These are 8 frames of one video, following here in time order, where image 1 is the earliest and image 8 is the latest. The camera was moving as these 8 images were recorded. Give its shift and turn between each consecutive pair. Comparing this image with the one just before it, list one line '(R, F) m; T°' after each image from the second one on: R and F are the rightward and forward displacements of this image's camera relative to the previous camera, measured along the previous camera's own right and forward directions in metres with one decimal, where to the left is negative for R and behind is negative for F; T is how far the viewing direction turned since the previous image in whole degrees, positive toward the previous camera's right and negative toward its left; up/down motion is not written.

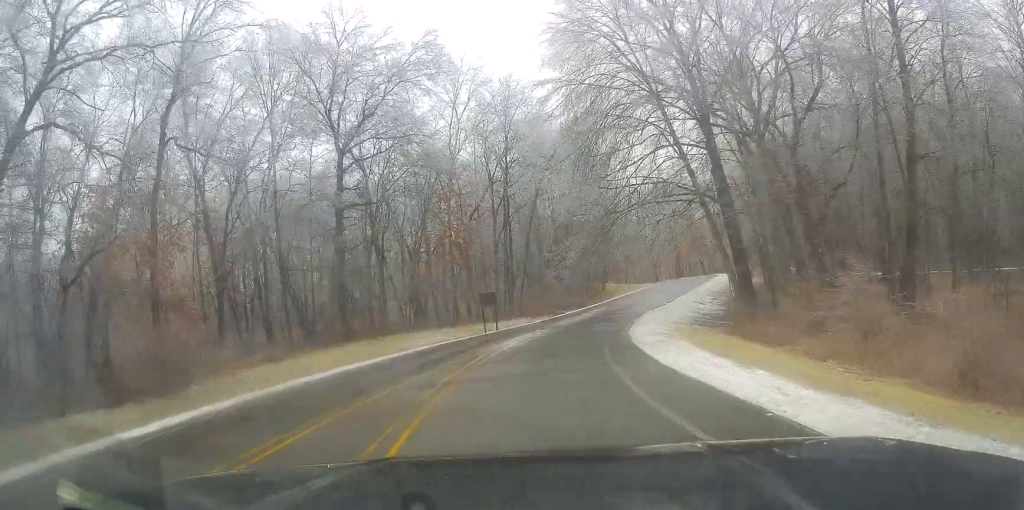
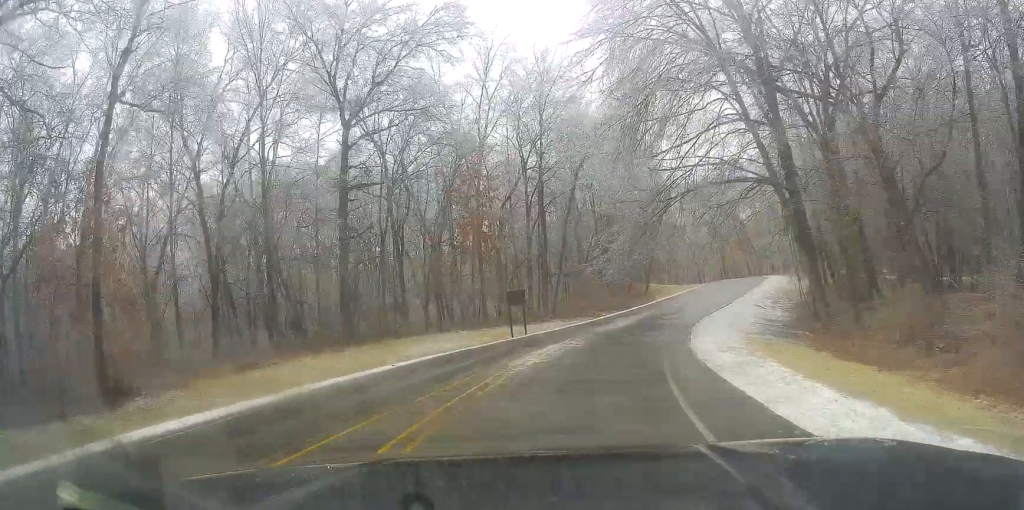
(+0.7, +6.4) m; 0°
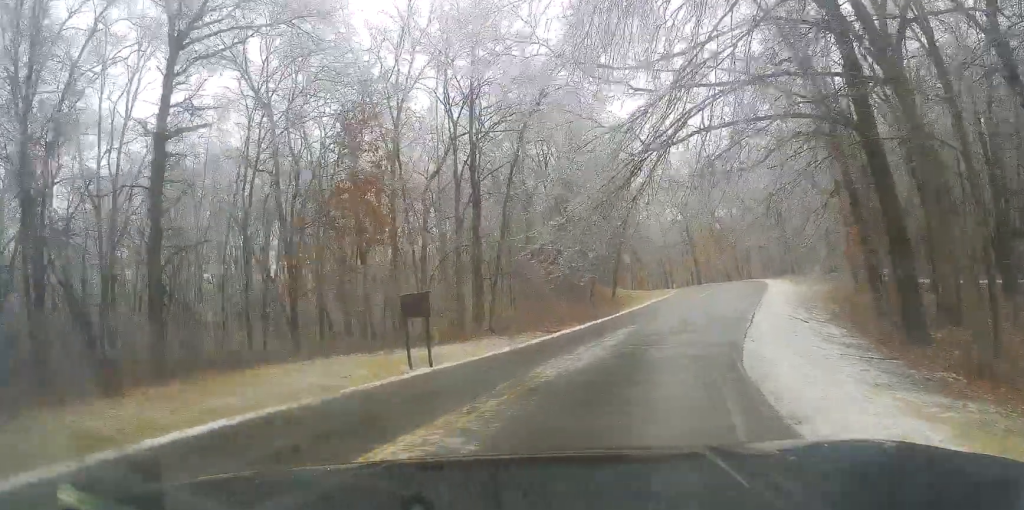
(-0.7, +15.0) m; +2°
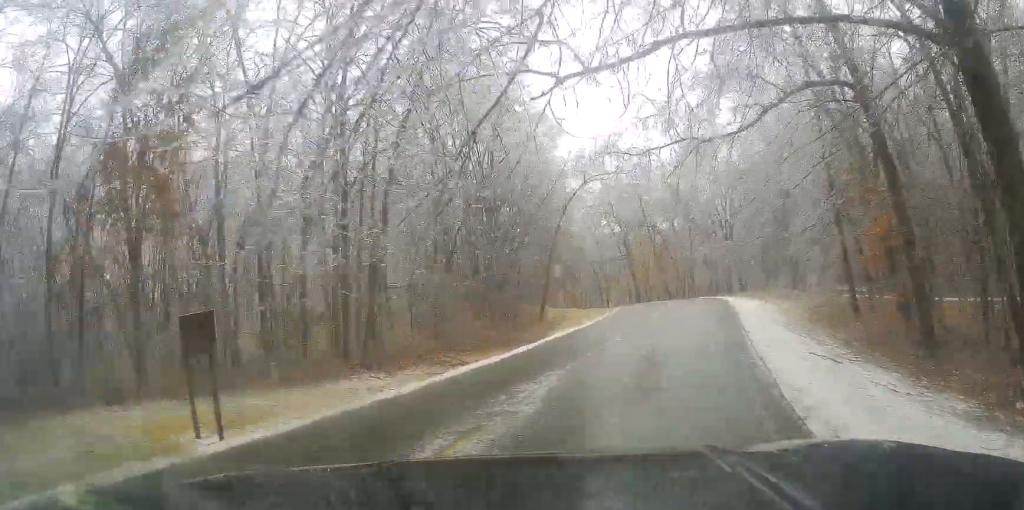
(+1.1, +10.0) m; +9°
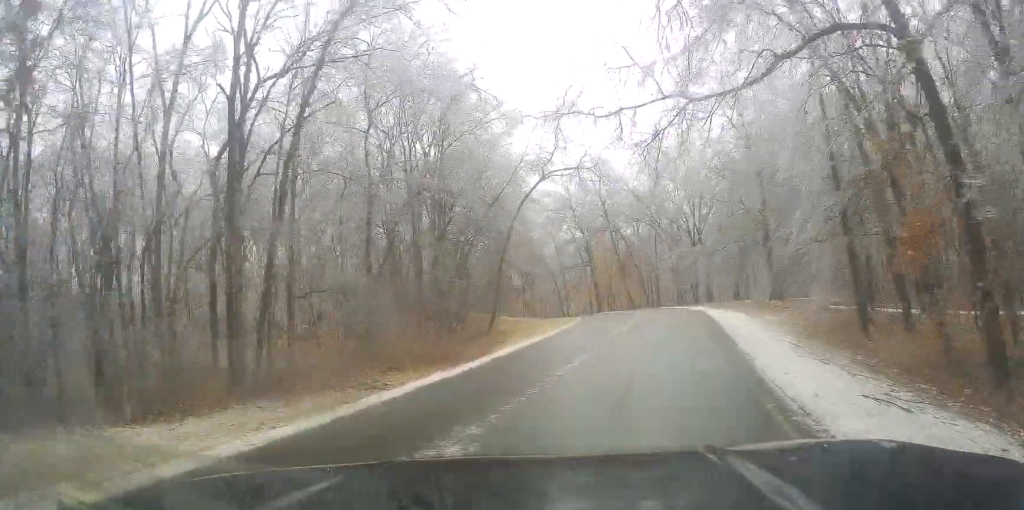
(+0.4, +5.8) m; +2°
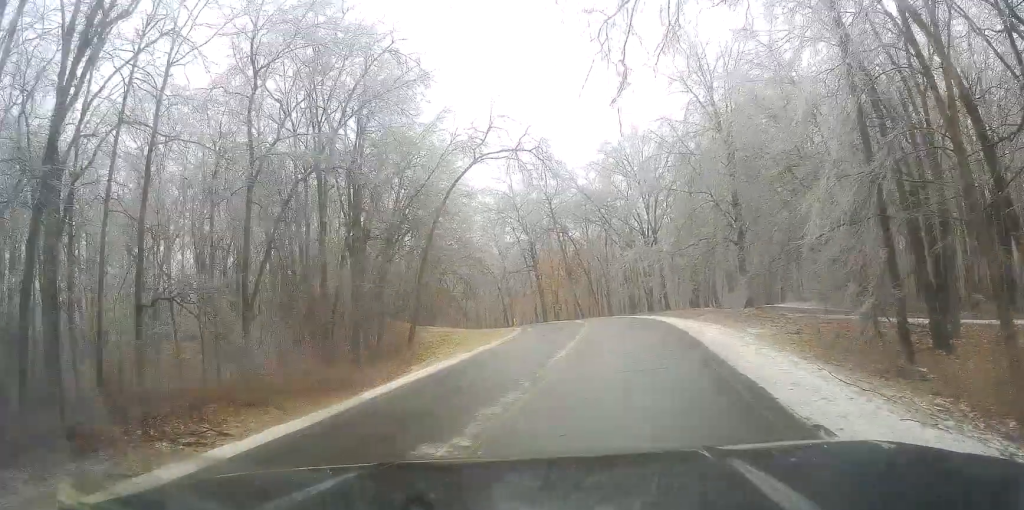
(-0.5, +8.3) m; 0°
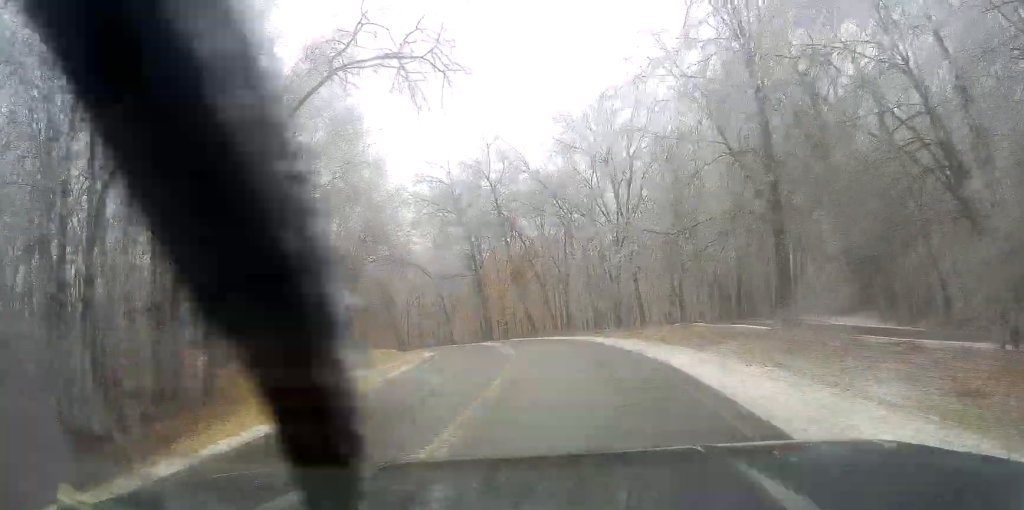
(+2.4, +18.8) m; +5°
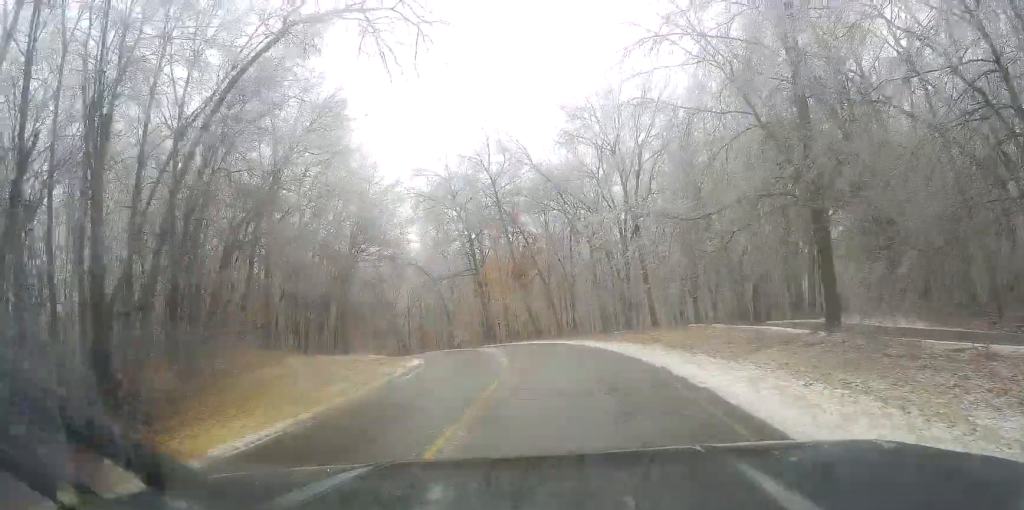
(-0.5, +4.6) m; -3°
